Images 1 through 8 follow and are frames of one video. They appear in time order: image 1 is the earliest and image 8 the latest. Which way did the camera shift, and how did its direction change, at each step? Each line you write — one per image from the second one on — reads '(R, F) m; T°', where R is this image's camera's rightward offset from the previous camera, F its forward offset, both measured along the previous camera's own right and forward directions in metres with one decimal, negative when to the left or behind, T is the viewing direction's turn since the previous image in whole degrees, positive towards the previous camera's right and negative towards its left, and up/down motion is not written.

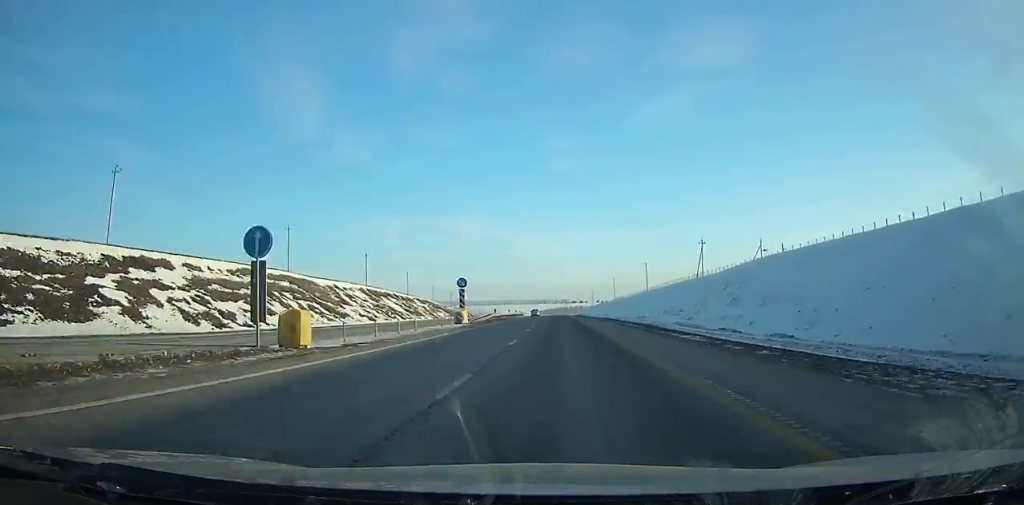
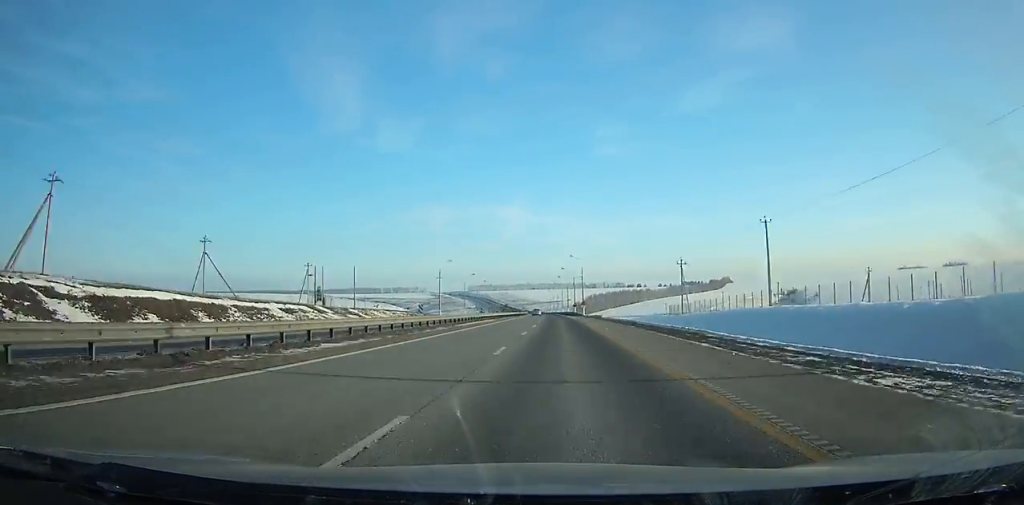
(-13.0, +315.0) m; -5°
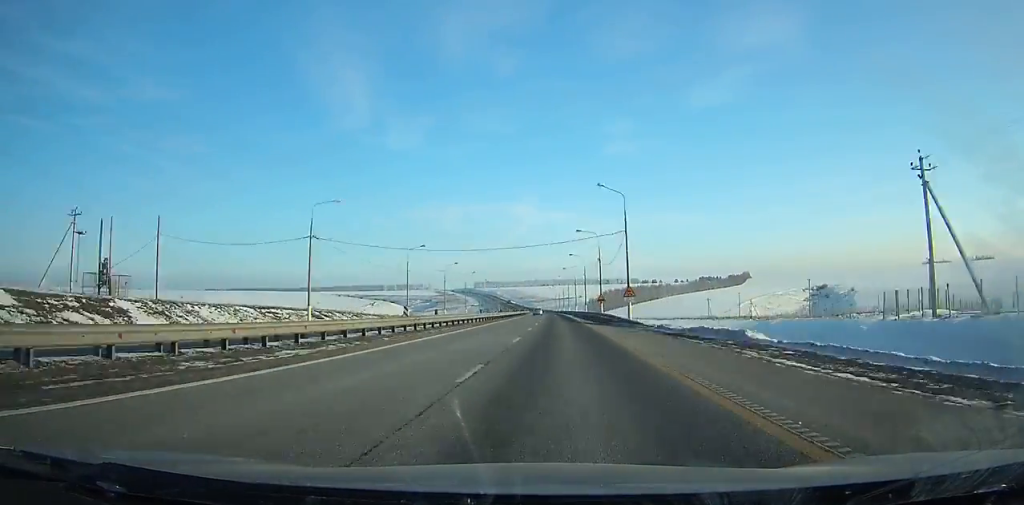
(-0.4, +64.8) m; -1°
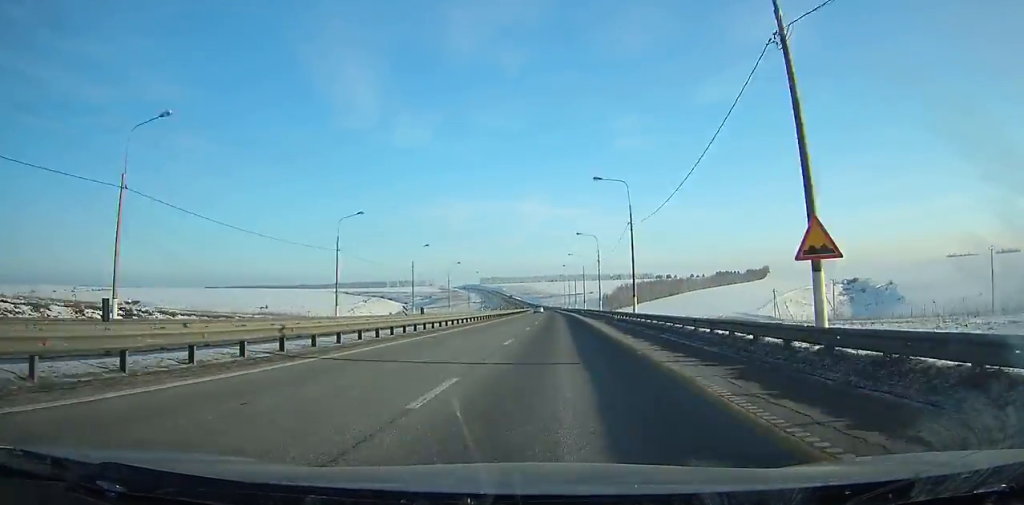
(-0.7, +61.2) m; -1°
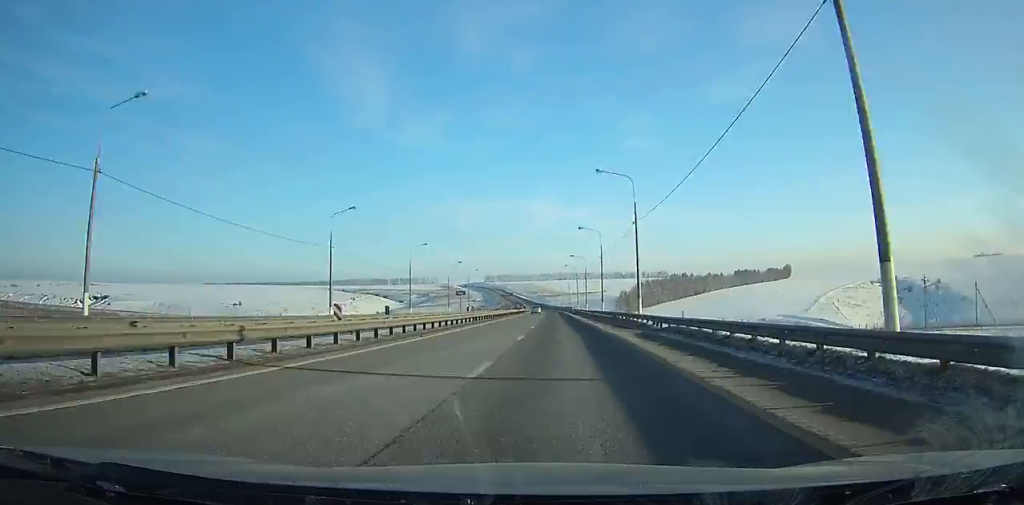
(-0.5, +67.8) m; -1°
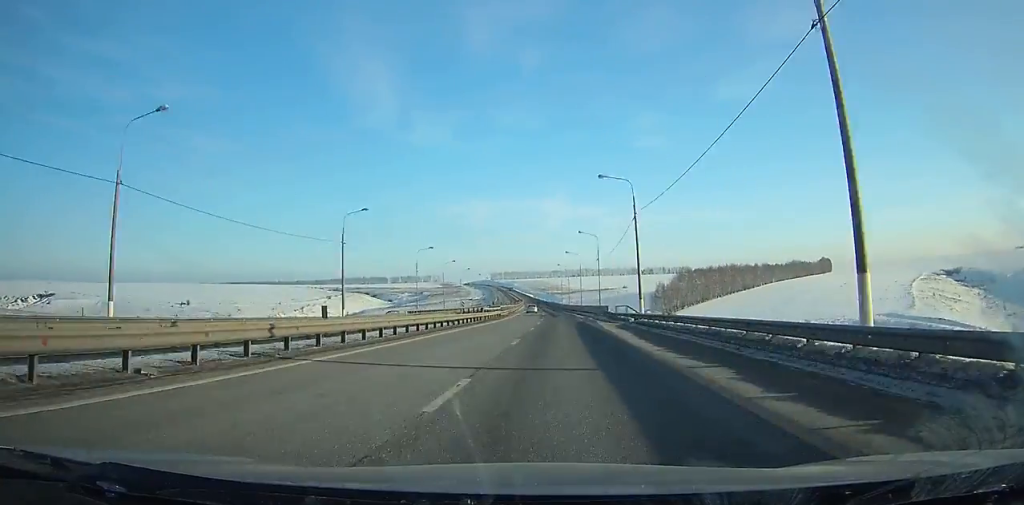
(-0.9, +97.3) m; -1°
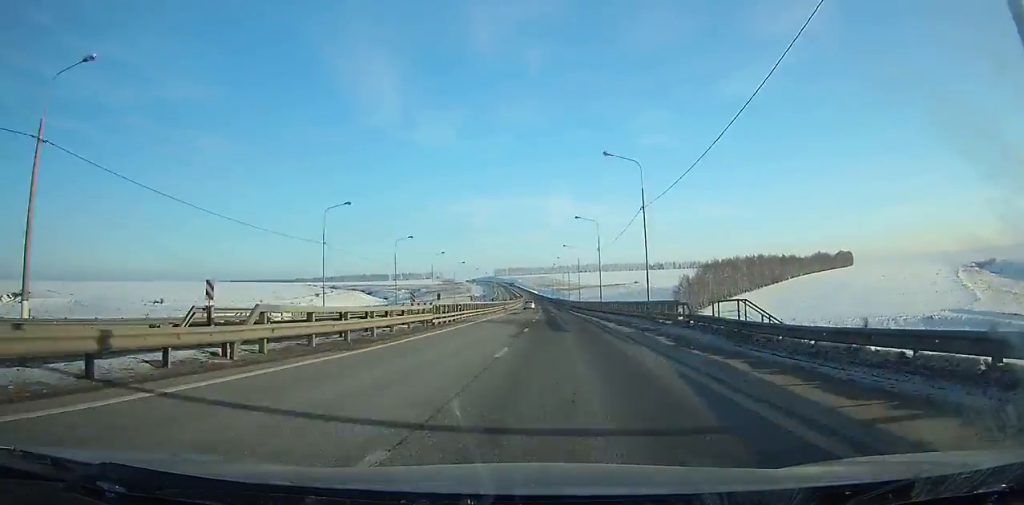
(-0.5, +39.5) m; -1°
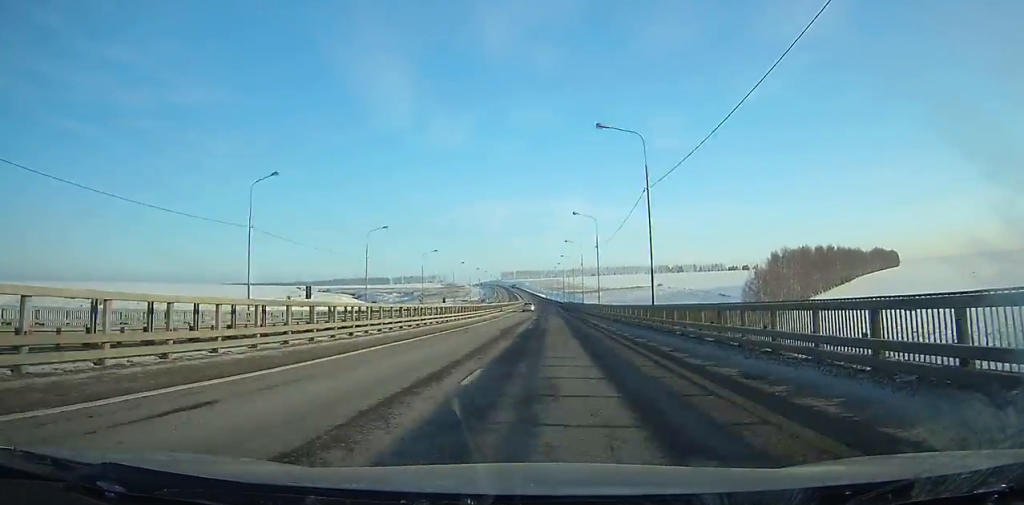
(-0.6, +72.1) m; -1°
